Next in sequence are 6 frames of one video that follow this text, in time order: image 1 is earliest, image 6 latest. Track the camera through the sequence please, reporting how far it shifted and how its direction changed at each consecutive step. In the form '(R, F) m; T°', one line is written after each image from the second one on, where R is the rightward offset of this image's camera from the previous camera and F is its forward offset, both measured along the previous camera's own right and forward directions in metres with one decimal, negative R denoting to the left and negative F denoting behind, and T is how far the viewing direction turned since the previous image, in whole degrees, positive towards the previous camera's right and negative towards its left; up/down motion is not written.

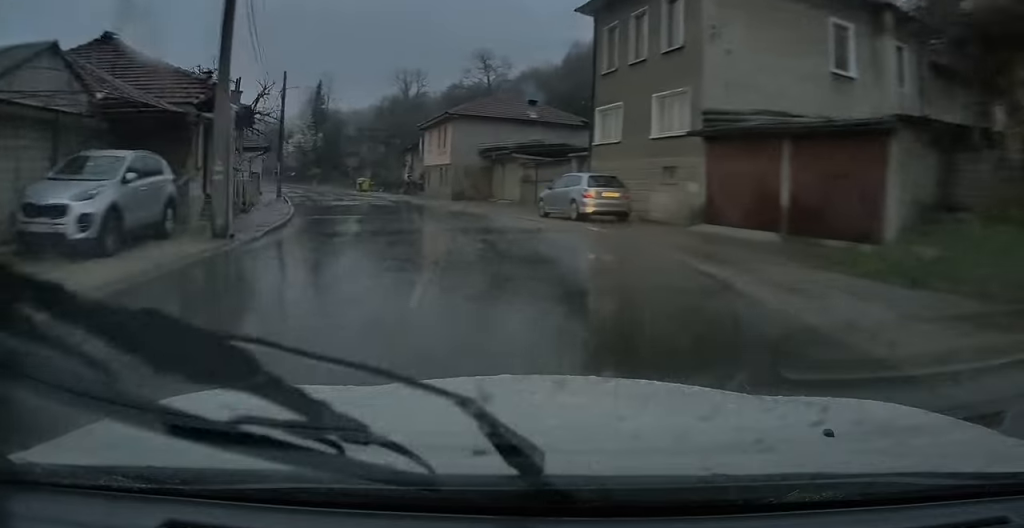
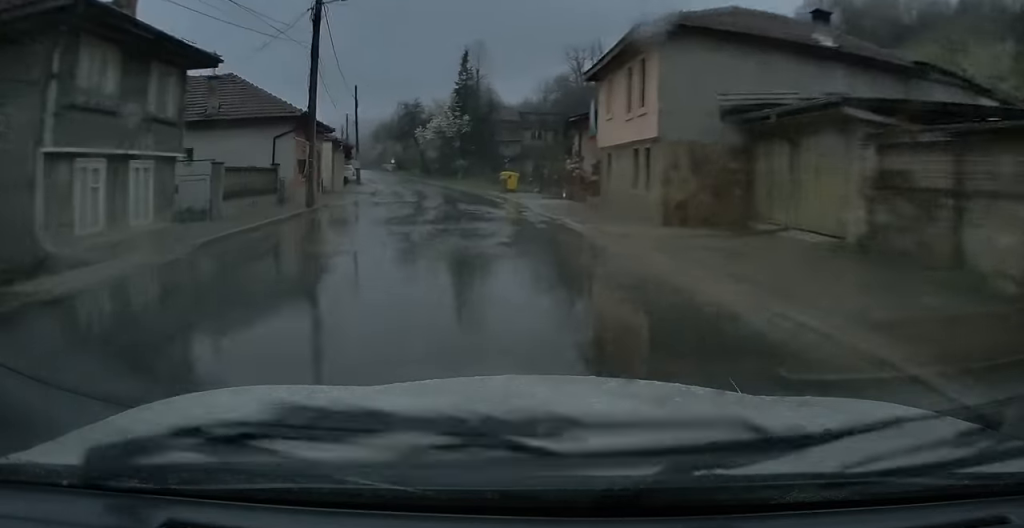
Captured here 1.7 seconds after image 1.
(-2.4, +21.1) m; -12°
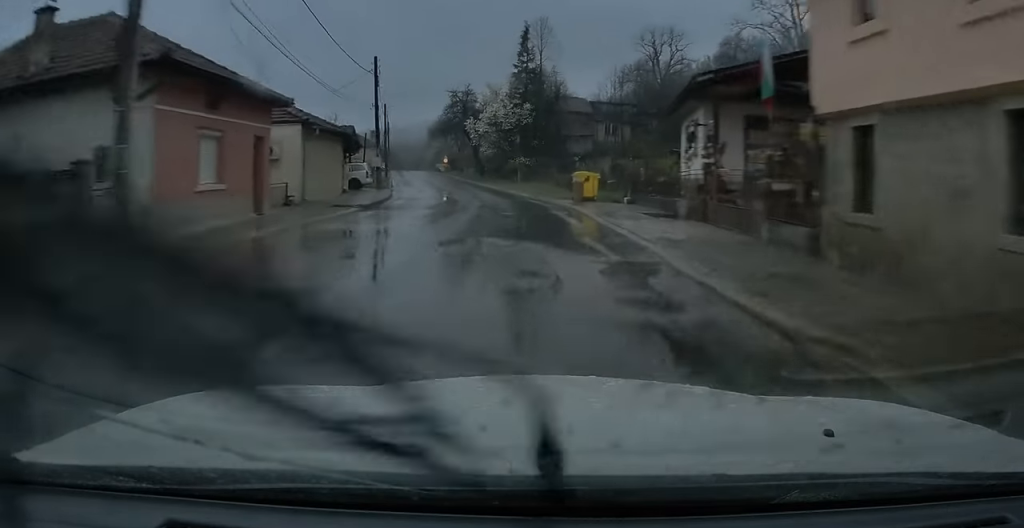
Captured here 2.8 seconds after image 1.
(-0.6, +13.5) m; -4°
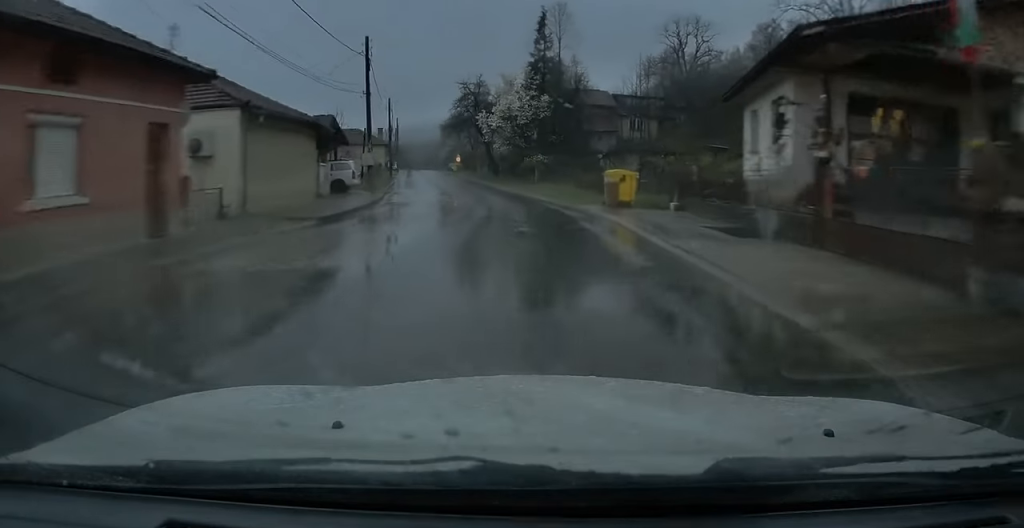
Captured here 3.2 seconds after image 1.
(0.0, +5.9) m; -2°
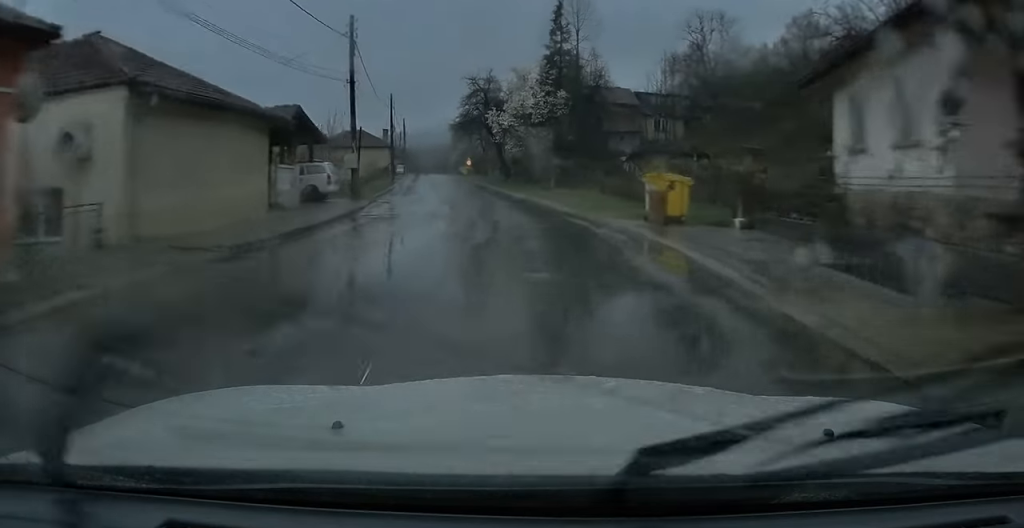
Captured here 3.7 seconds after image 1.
(0.0, +5.4) m; -2°
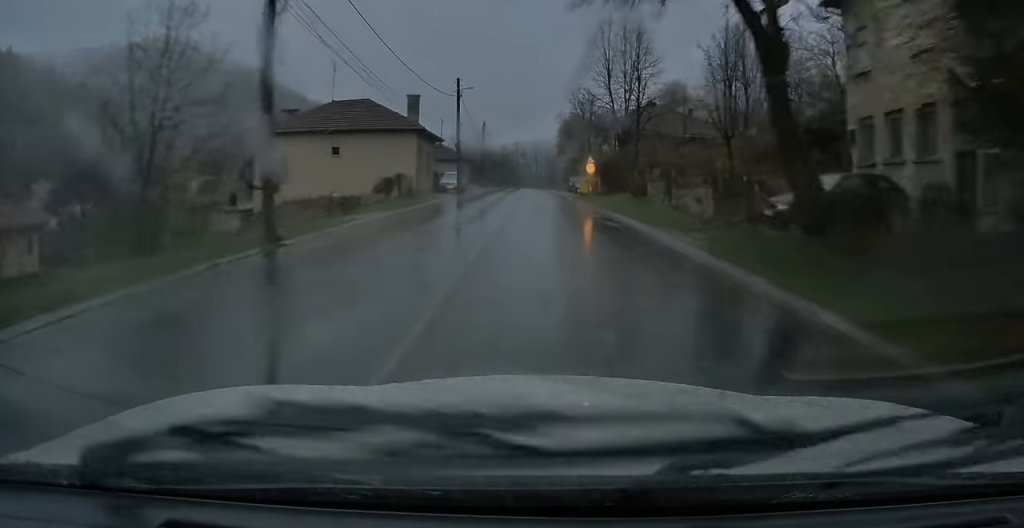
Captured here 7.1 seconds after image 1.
(-3.6, +41.0) m; -8°
